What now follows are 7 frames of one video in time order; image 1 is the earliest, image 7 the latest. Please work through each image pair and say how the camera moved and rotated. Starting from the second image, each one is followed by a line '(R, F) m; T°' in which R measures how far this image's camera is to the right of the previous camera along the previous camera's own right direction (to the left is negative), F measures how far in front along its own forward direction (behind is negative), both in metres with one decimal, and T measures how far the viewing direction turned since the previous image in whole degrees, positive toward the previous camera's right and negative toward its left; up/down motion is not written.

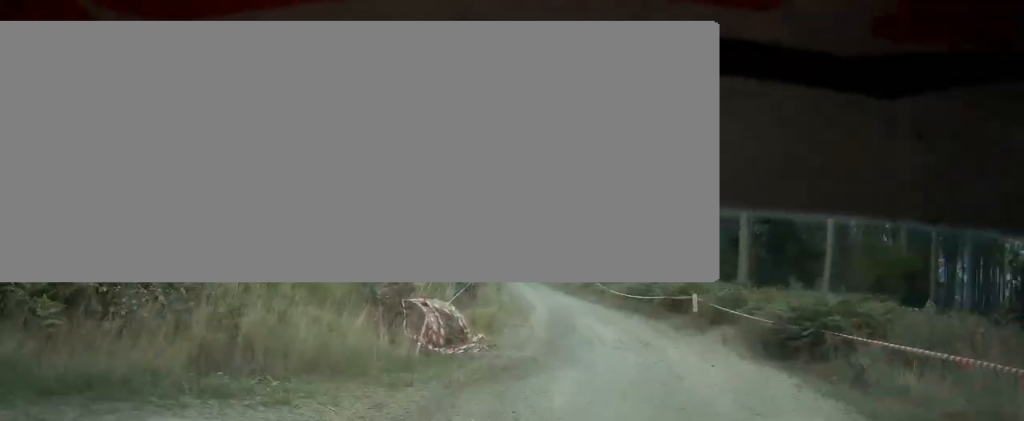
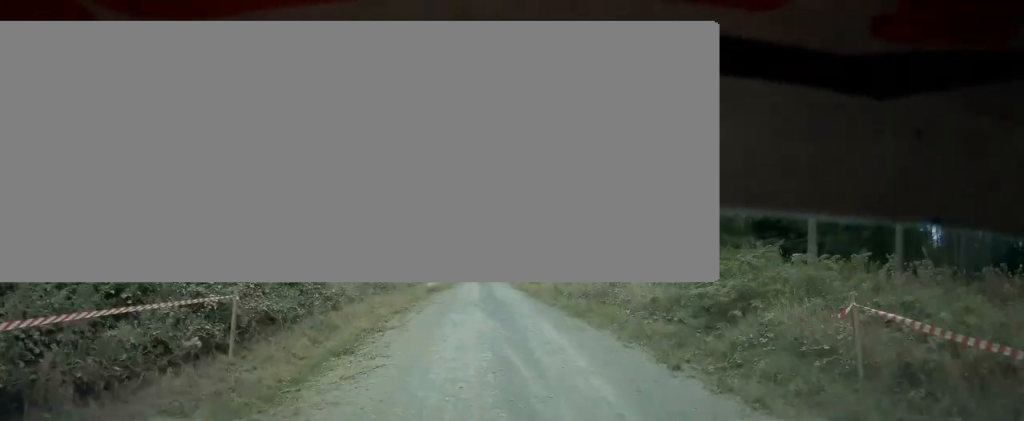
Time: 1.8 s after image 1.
(+1.3, +32.9) m; 0°
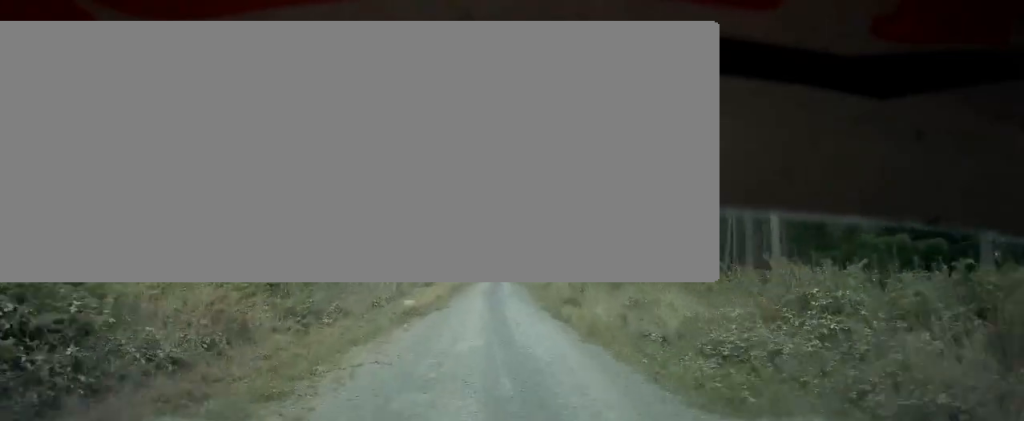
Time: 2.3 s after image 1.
(-0.2, +10.9) m; 0°
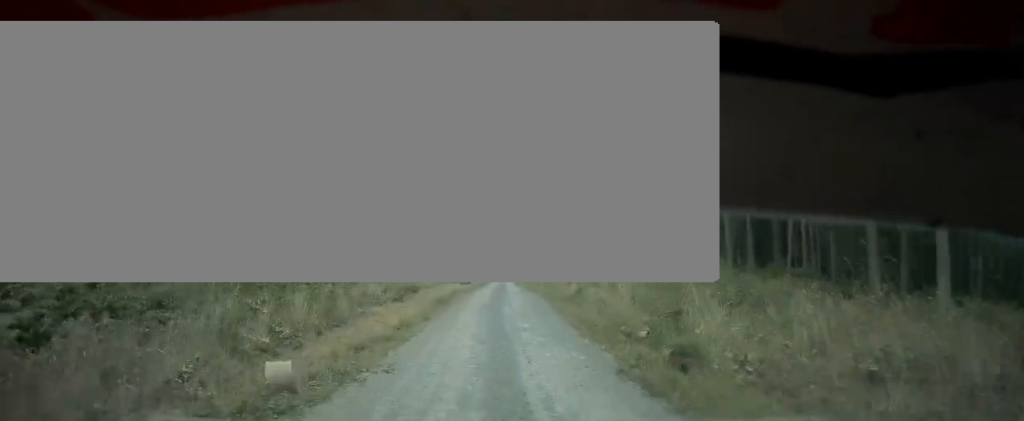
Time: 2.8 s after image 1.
(-0.5, +11.4) m; 0°
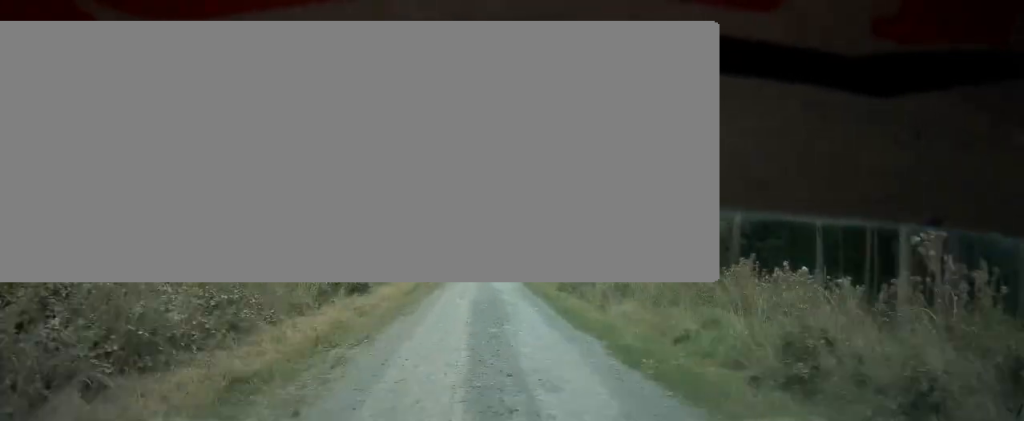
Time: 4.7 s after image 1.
(+1.1, +48.8) m; 0°
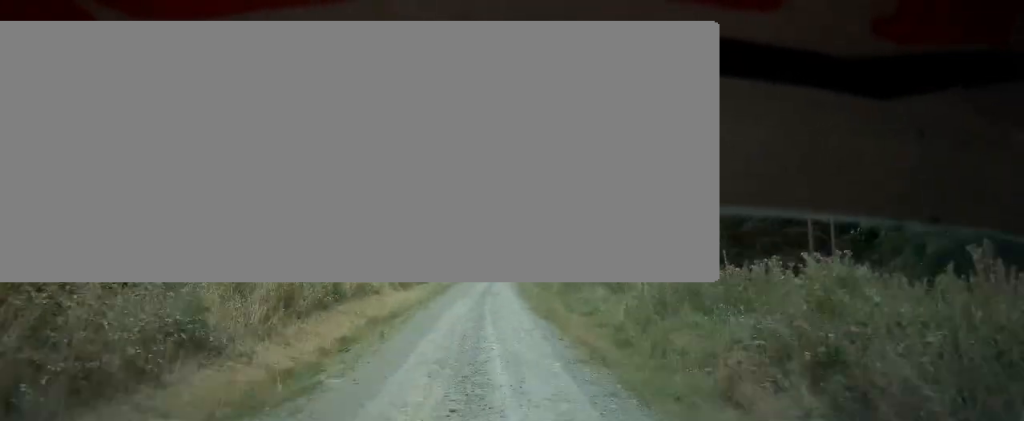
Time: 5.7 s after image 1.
(-0.1, +31.2) m; 0°
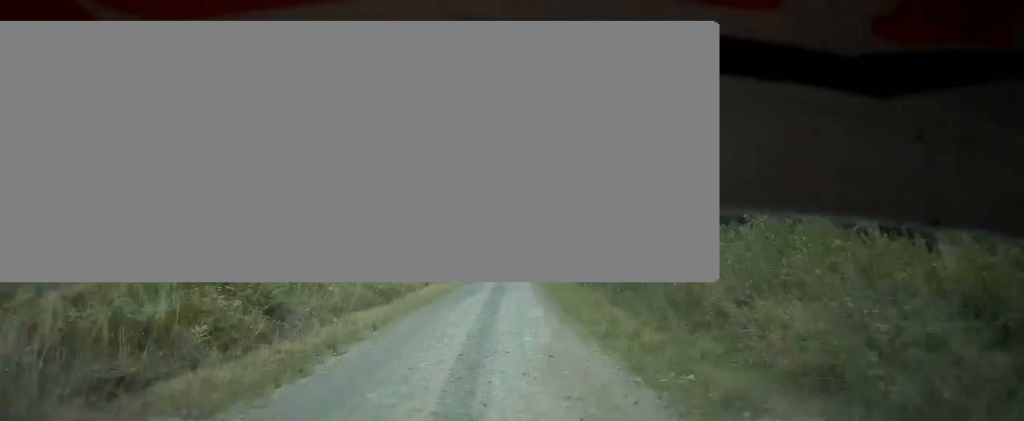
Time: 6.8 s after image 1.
(+0.4, +35.5) m; +2°
